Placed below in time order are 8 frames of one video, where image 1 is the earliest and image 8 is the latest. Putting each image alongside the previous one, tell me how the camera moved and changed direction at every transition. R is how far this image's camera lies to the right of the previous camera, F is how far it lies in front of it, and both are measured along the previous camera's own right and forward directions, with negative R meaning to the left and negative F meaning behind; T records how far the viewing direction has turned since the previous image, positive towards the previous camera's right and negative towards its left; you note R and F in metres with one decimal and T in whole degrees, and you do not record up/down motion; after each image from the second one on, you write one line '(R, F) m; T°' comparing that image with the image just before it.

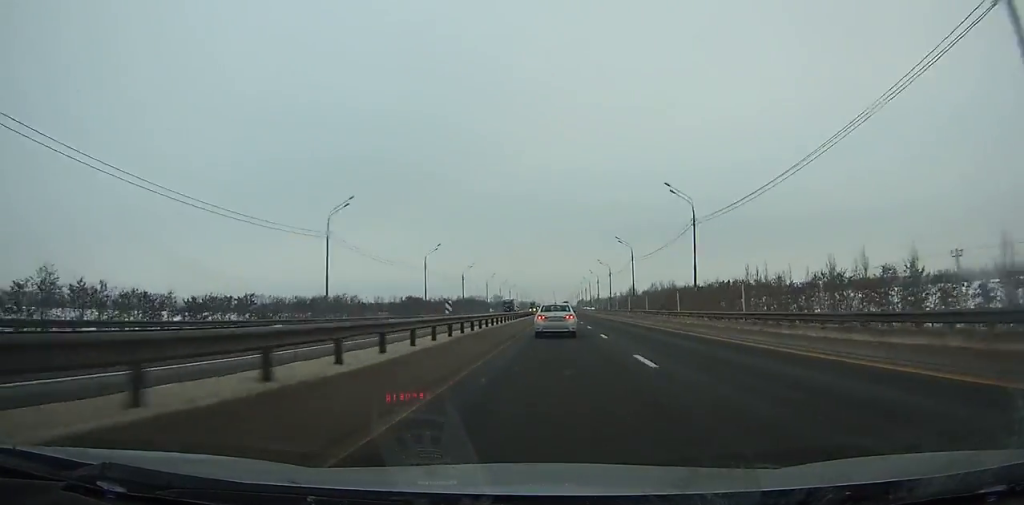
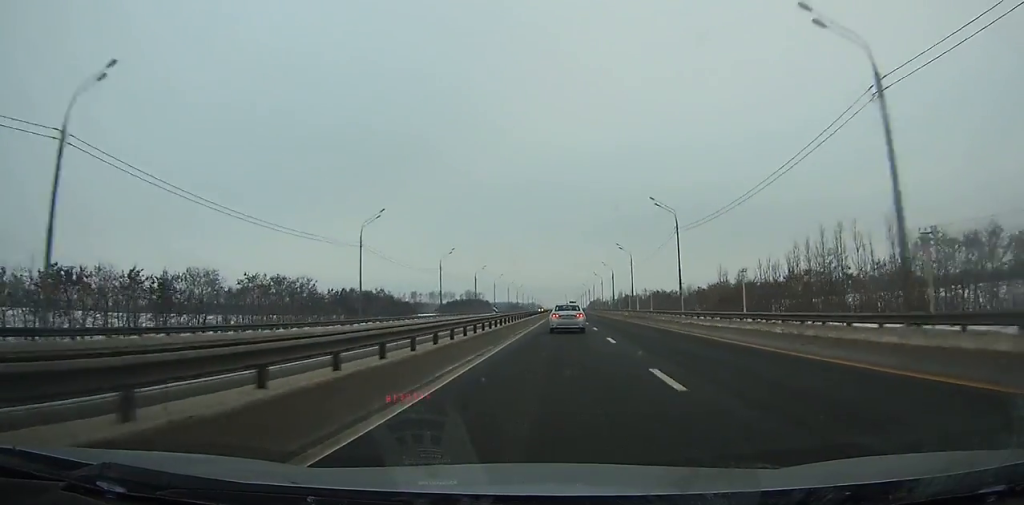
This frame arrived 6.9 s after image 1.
(-0.1, +219.0) m; 0°
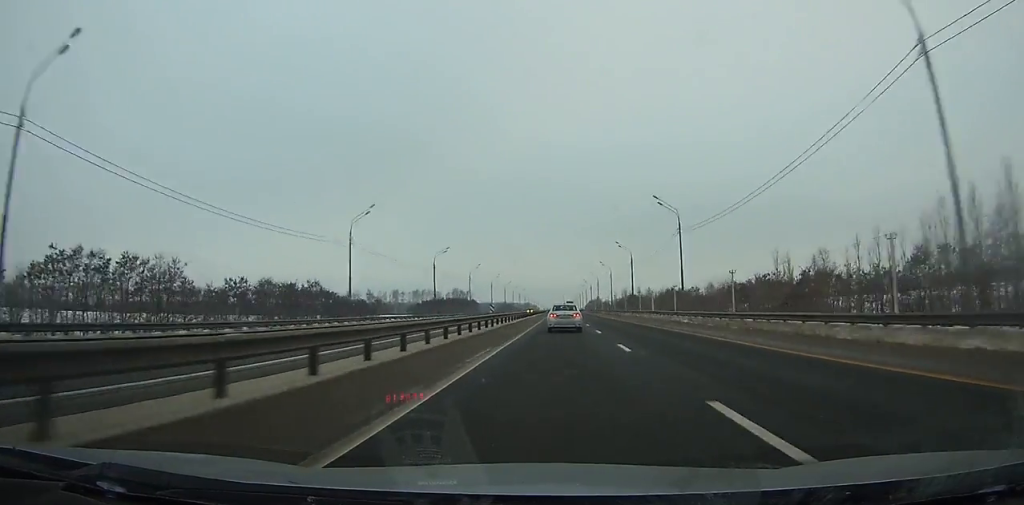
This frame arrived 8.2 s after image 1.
(0.0, +41.5) m; 0°
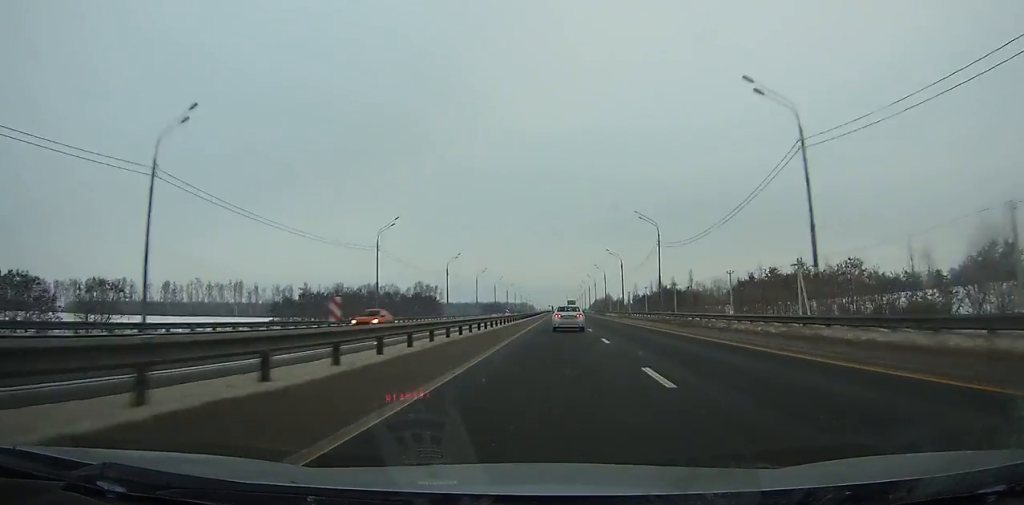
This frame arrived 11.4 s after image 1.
(+0.1, +102.7) m; 0°
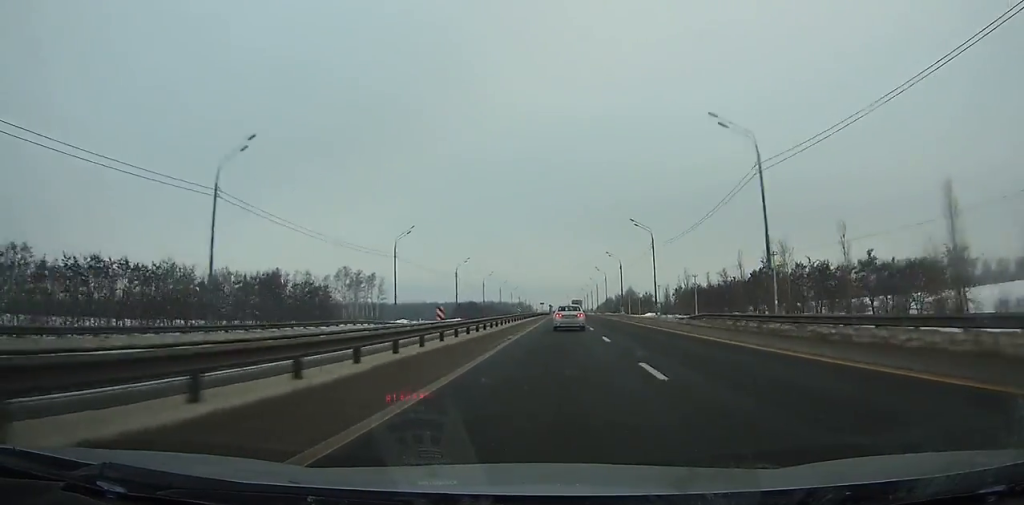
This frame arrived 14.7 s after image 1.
(0.0, +106.4) m; 0°
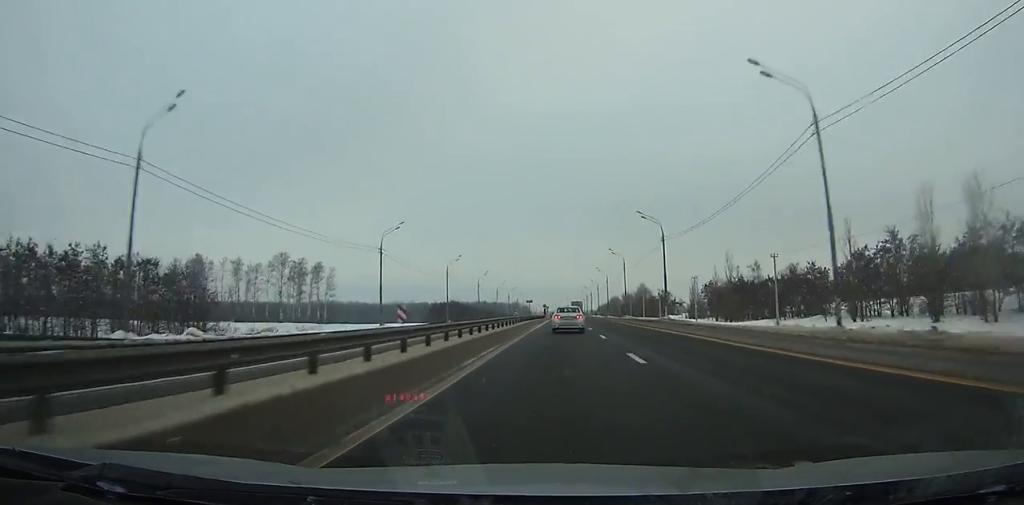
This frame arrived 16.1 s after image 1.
(0.0, +45.1) m; 0°
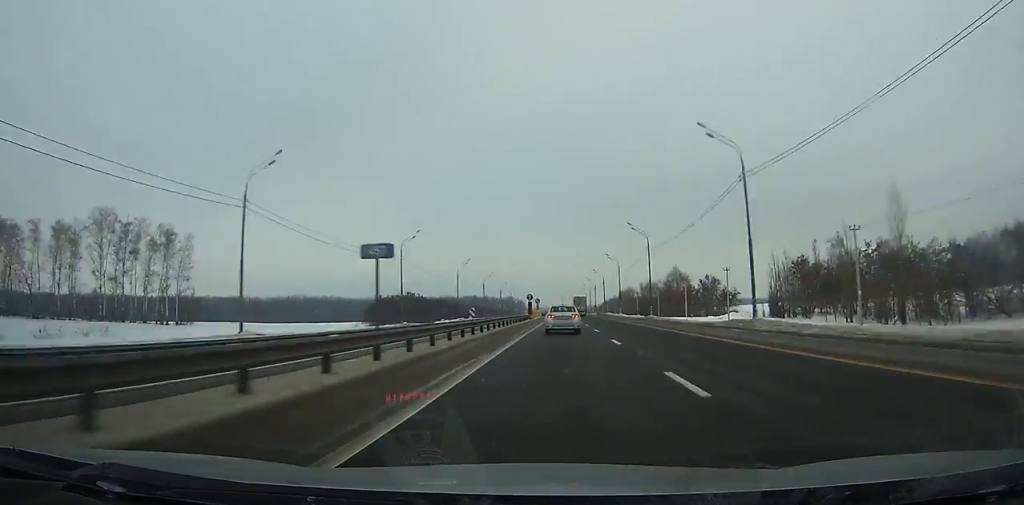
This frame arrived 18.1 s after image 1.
(0.0, +63.9) m; 0°
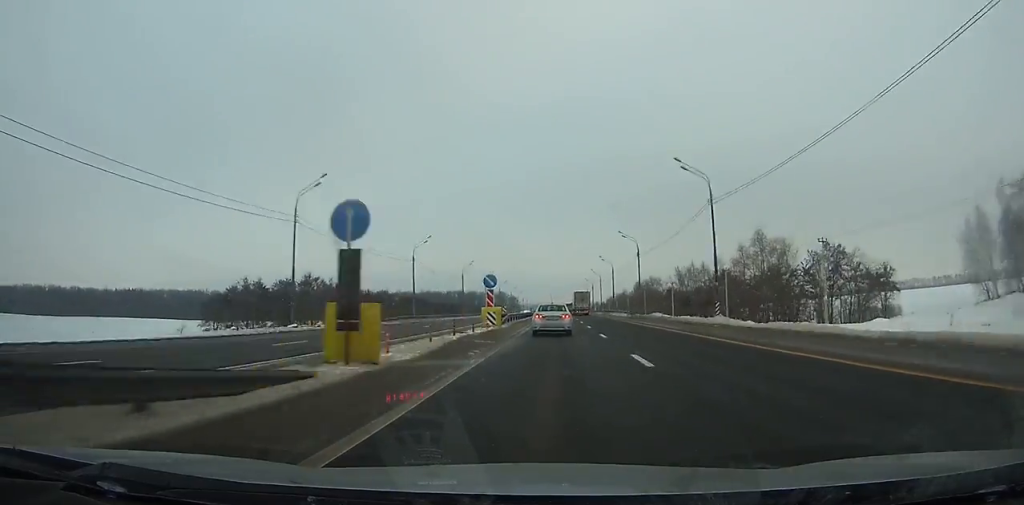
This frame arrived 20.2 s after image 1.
(0.0, +66.7) m; 0°
